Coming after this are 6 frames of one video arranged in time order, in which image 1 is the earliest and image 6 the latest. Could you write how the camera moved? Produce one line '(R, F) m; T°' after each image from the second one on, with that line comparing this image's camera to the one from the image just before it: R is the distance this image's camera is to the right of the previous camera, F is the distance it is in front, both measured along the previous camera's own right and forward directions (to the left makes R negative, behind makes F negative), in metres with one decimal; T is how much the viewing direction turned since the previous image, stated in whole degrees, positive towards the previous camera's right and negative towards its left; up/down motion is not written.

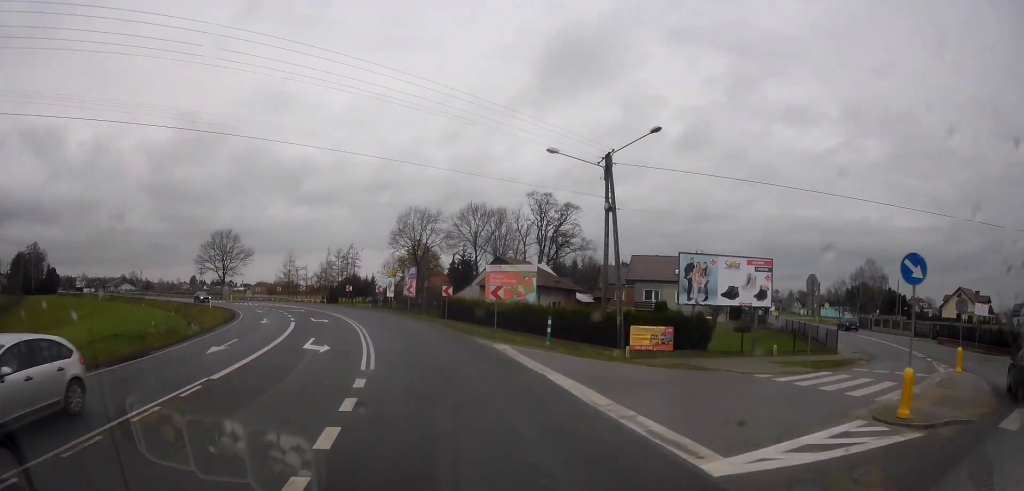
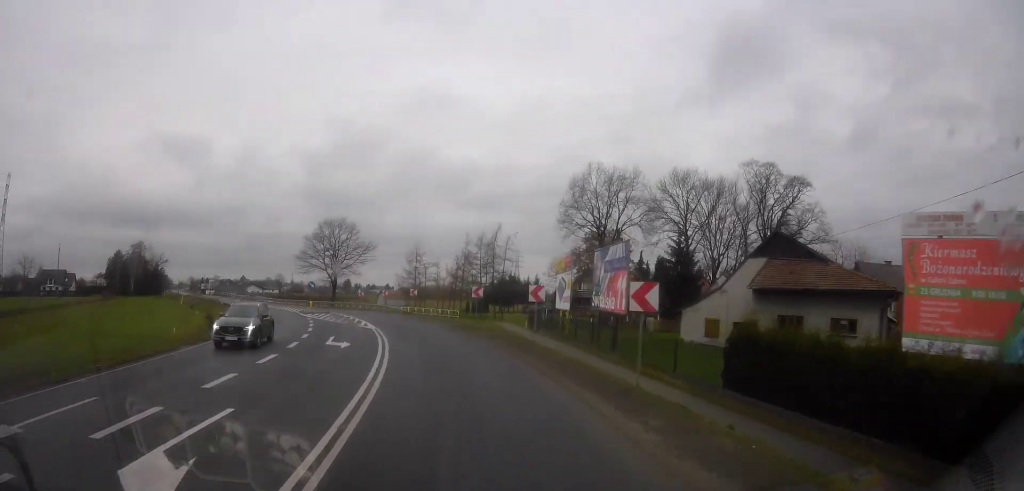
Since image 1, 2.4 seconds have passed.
(-1.7, +28.3) m; -17°
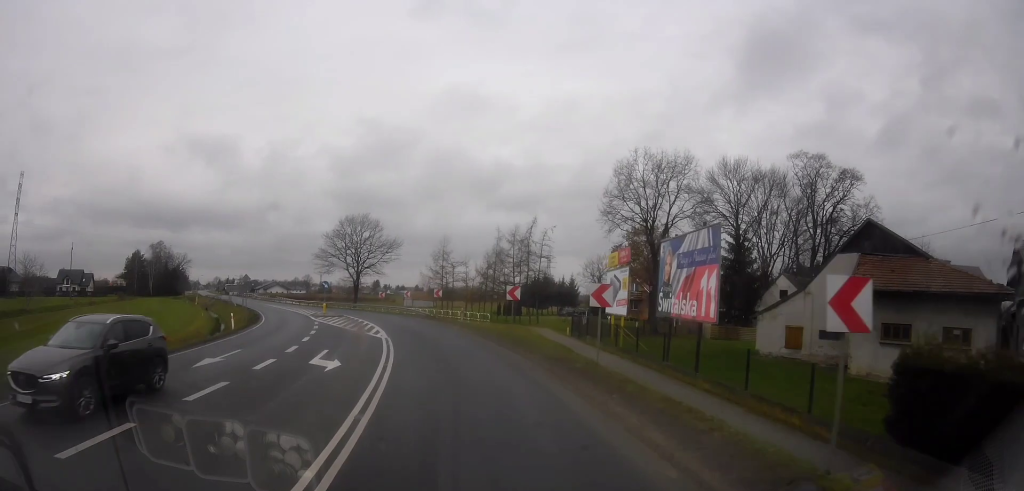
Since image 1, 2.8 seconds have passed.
(-0.3, +5.2) m; -6°
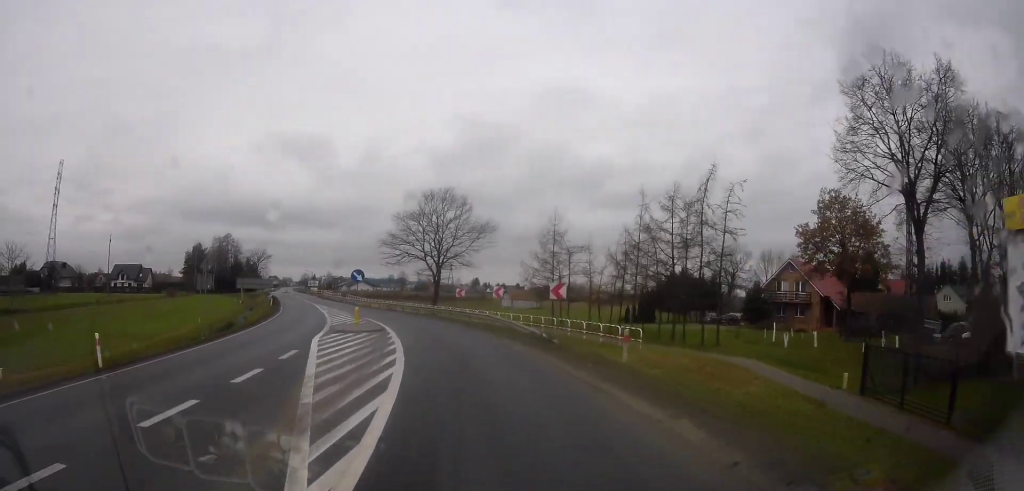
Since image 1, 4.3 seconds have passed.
(-3.2, +18.1) m; -17°
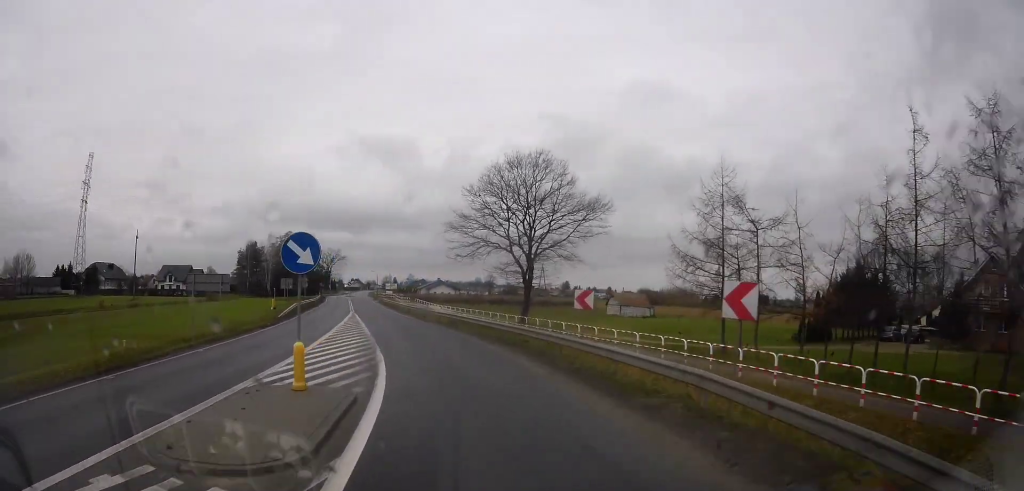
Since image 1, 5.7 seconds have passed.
(-0.9, +18.3) m; -4°
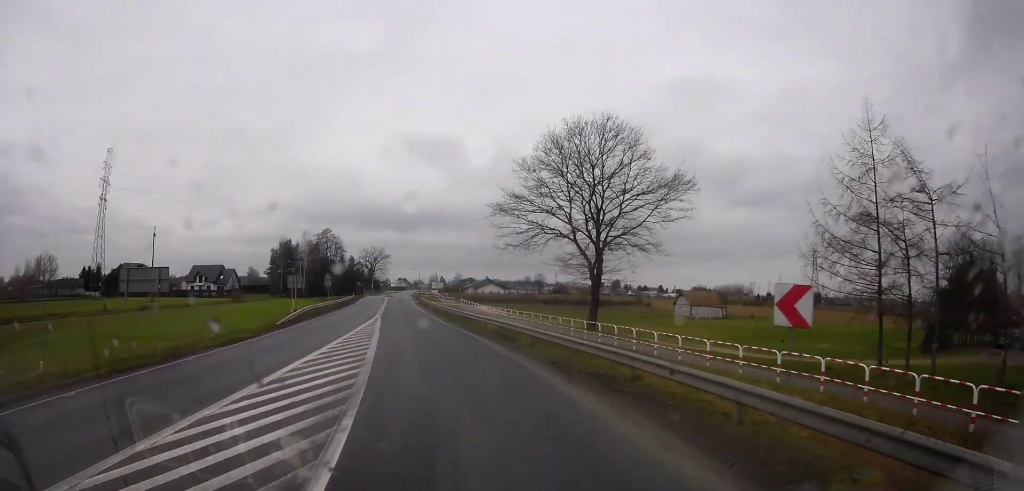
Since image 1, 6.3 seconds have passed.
(+0.1, +9.2) m; -4°
